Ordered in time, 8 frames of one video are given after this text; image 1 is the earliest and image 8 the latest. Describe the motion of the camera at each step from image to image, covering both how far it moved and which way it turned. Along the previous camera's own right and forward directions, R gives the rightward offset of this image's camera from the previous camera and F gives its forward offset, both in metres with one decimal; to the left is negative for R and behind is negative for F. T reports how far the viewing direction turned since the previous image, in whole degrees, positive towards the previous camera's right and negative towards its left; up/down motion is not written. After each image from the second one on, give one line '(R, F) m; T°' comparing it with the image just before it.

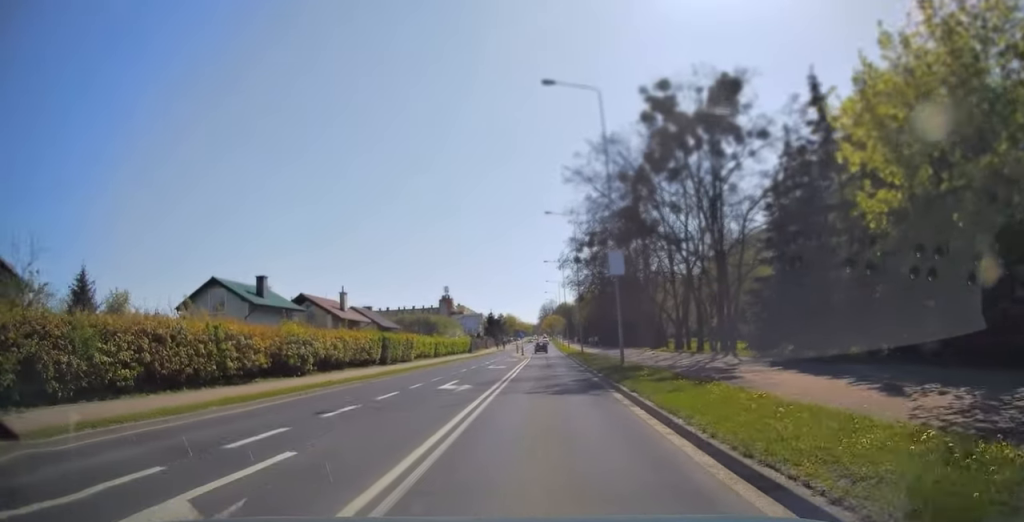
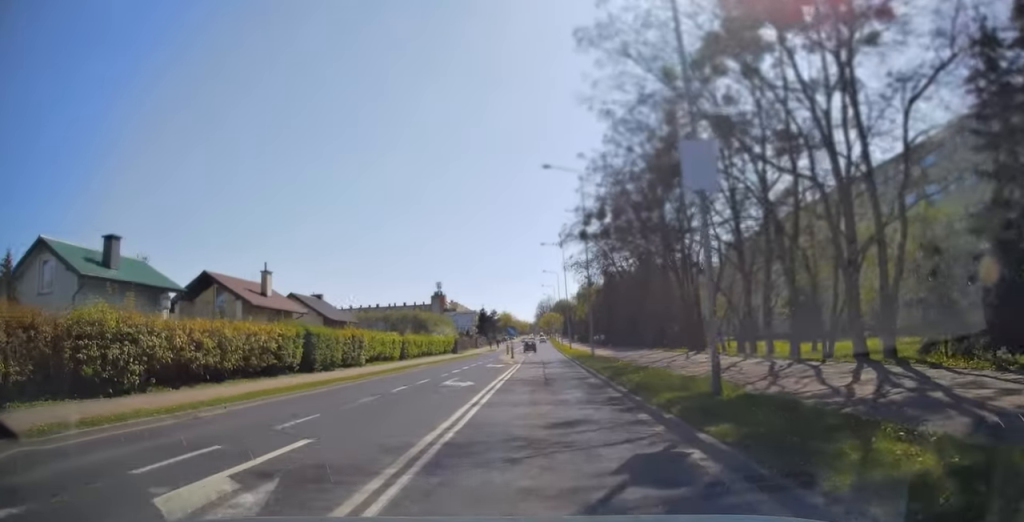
(+0.1, +14.0) m; 0°
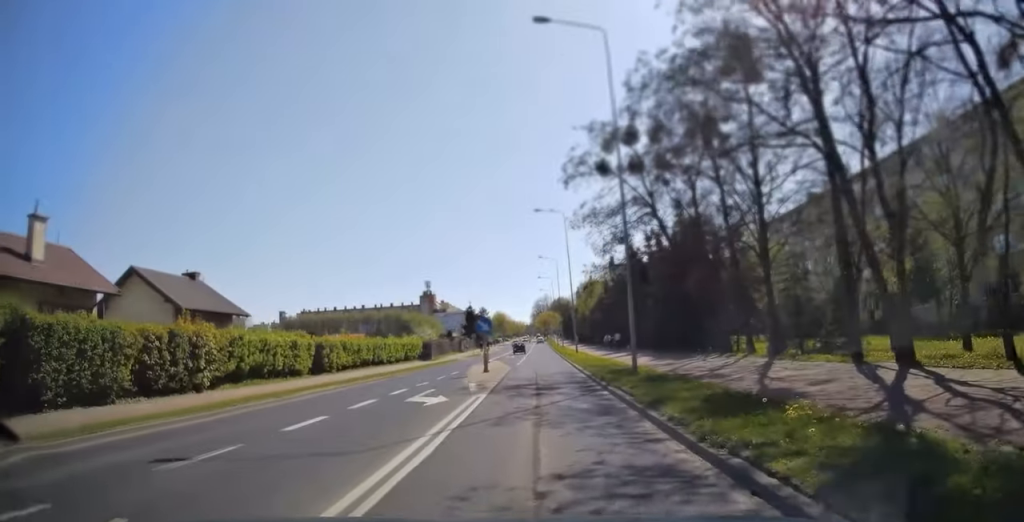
(0.0, +19.2) m; 0°
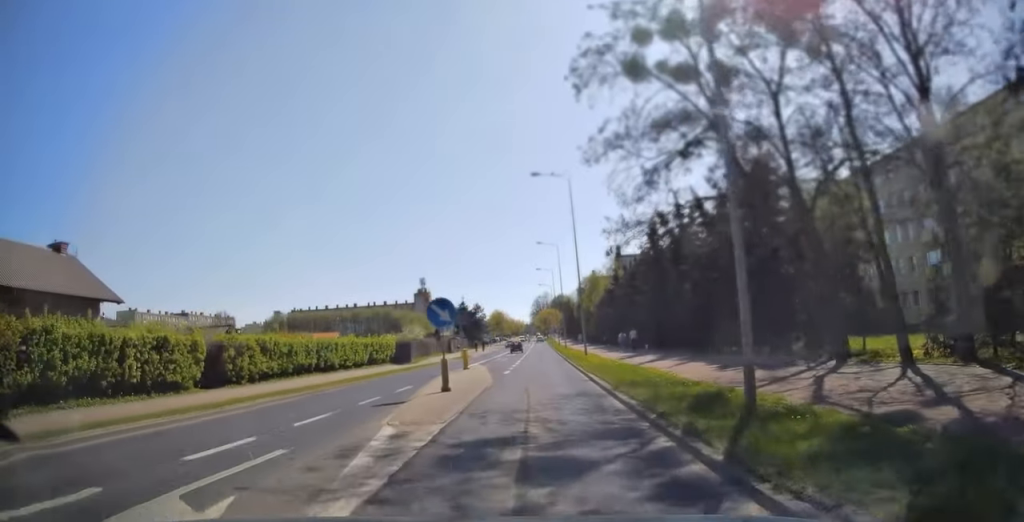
(+0.1, +11.0) m; 0°
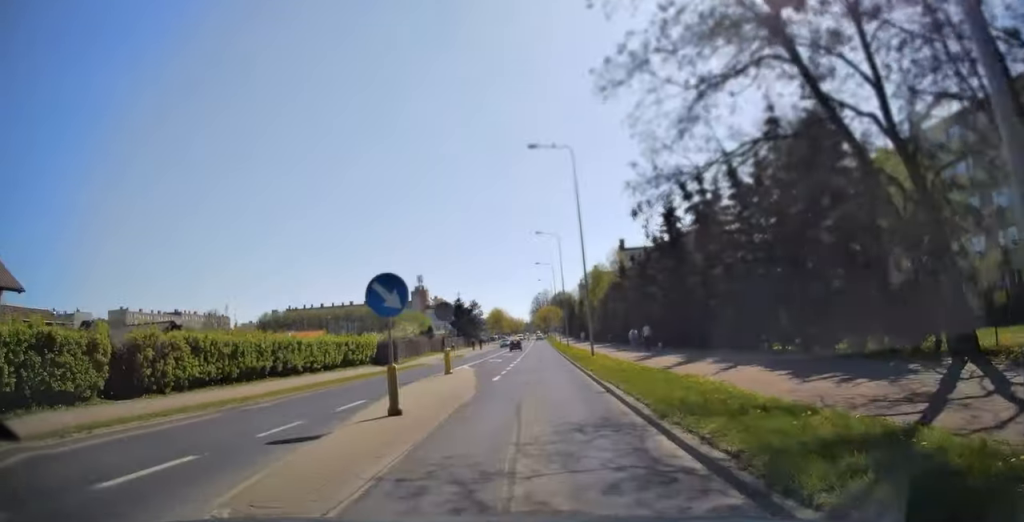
(0.0, +5.6) m; 0°
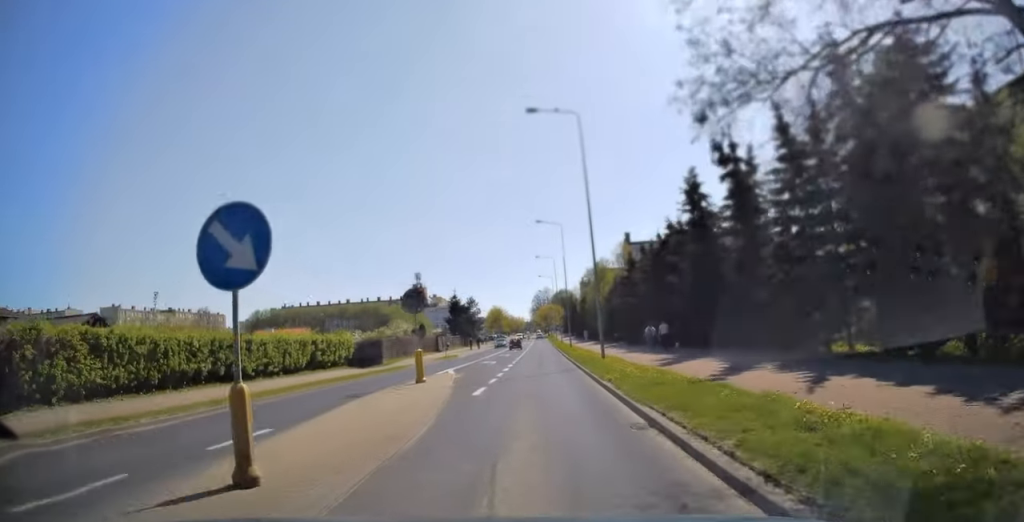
(0.0, +5.6) m; 0°
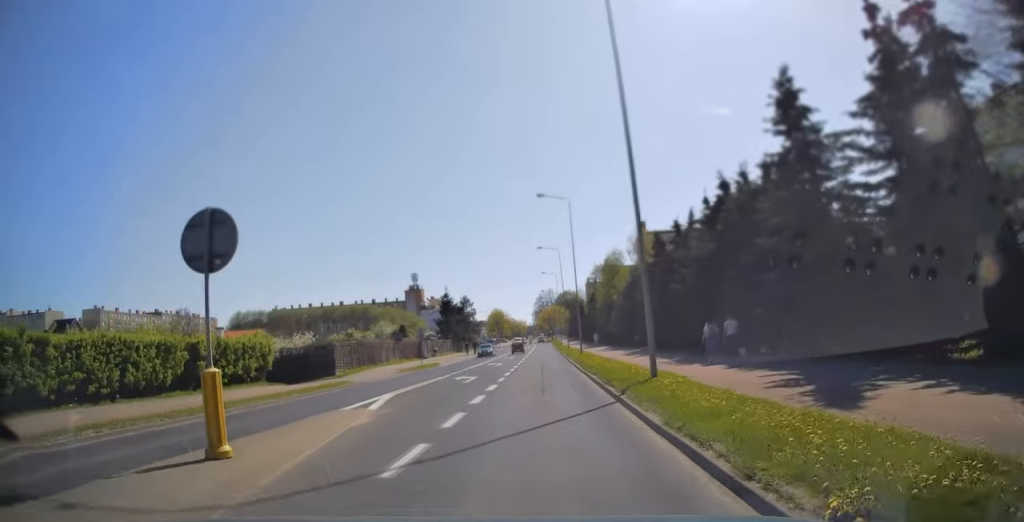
(0.0, +12.4) m; 0°
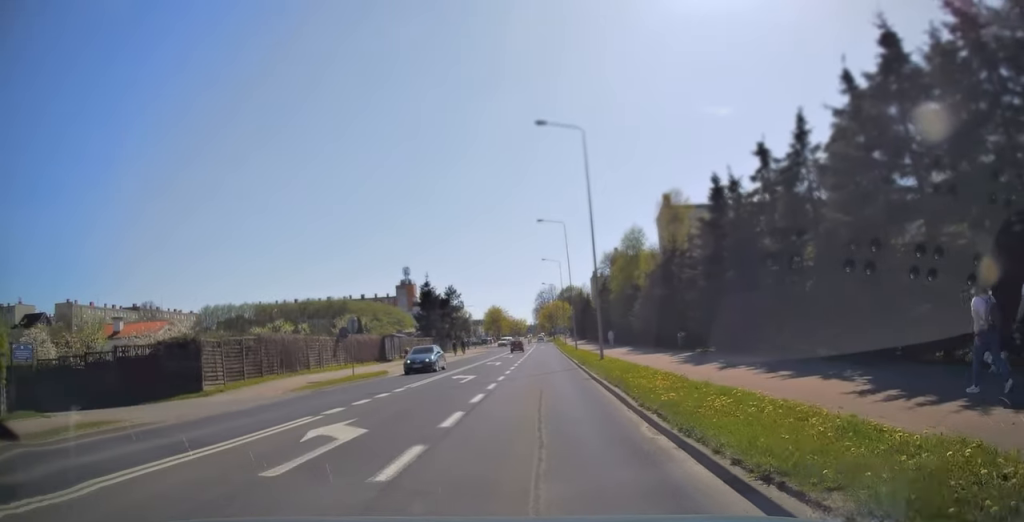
(0.0, +16.0) m; 0°
